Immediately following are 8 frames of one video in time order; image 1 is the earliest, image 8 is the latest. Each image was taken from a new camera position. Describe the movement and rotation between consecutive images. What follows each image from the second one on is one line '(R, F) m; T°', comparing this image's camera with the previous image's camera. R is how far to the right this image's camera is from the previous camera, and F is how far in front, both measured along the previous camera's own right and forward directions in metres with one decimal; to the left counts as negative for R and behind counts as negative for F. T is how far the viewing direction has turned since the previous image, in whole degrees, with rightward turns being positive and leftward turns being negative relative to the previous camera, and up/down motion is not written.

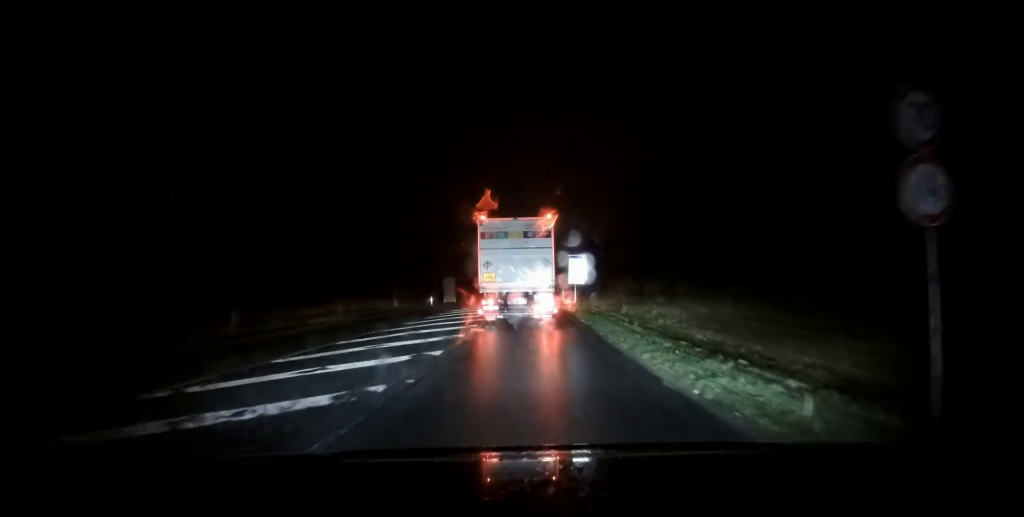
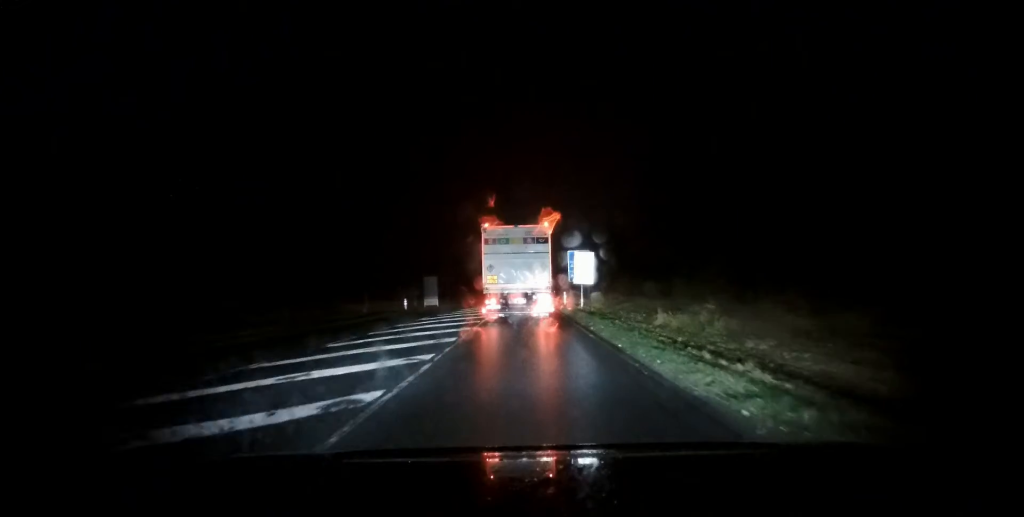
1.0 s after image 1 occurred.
(-0.1, +9.6) m; +1°
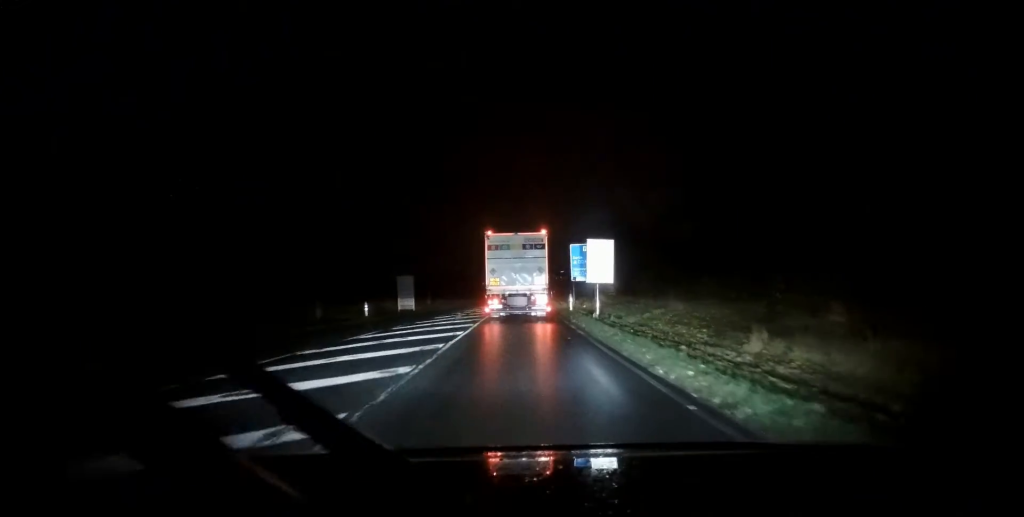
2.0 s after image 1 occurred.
(+0.3, +10.1) m; +1°
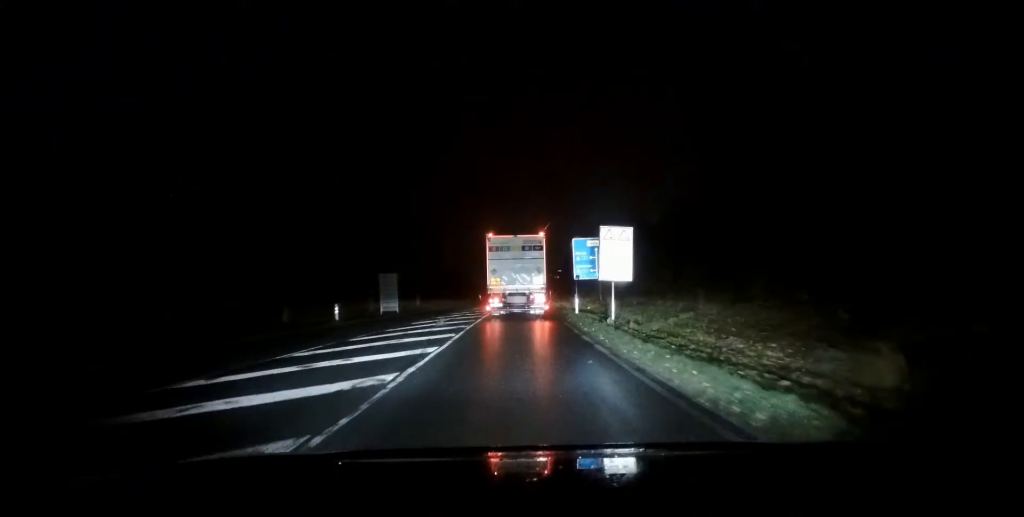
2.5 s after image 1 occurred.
(-0.1, +5.4) m; -1°
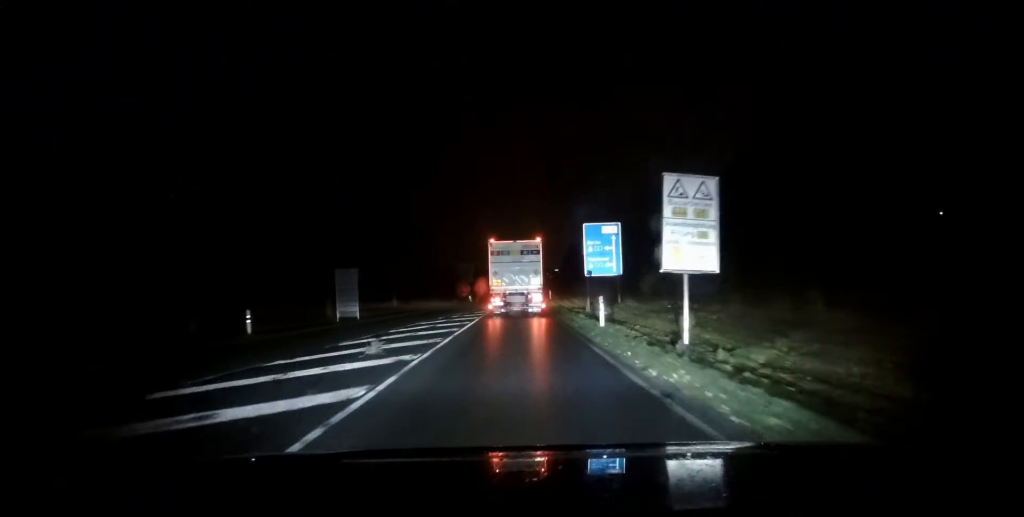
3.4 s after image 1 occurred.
(-0.1, +10.0) m; 0°
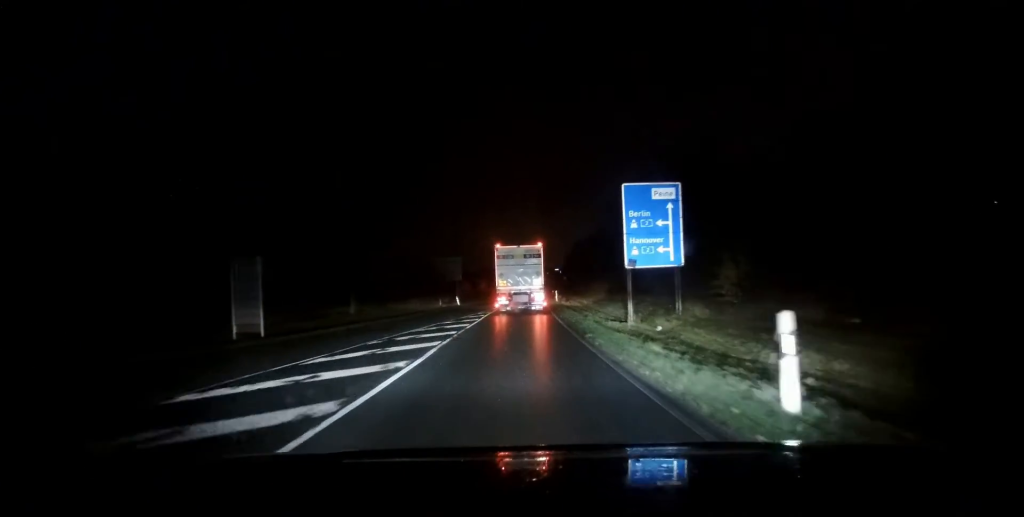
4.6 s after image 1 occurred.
(+0.1, +13.4) m; +2°
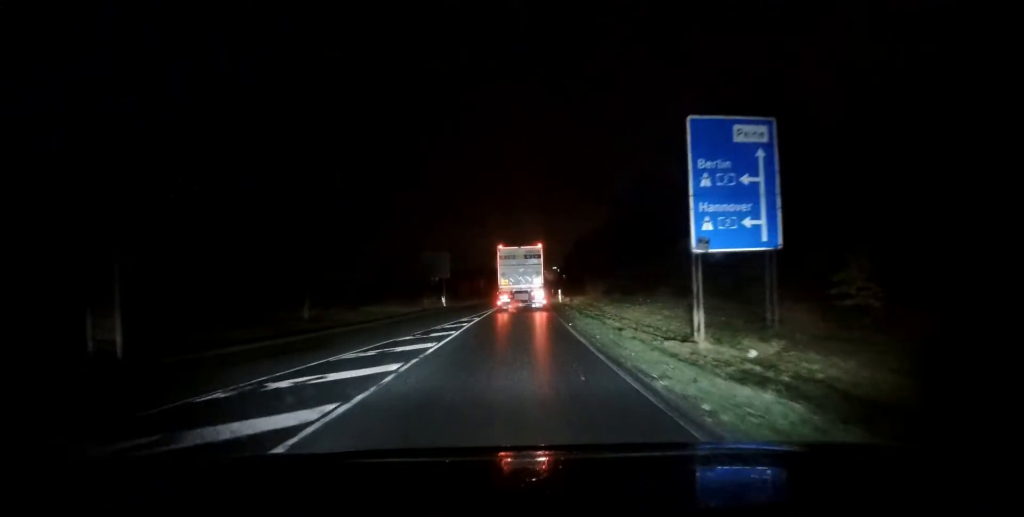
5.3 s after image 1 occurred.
(+0.1, +8.7) m; +1°
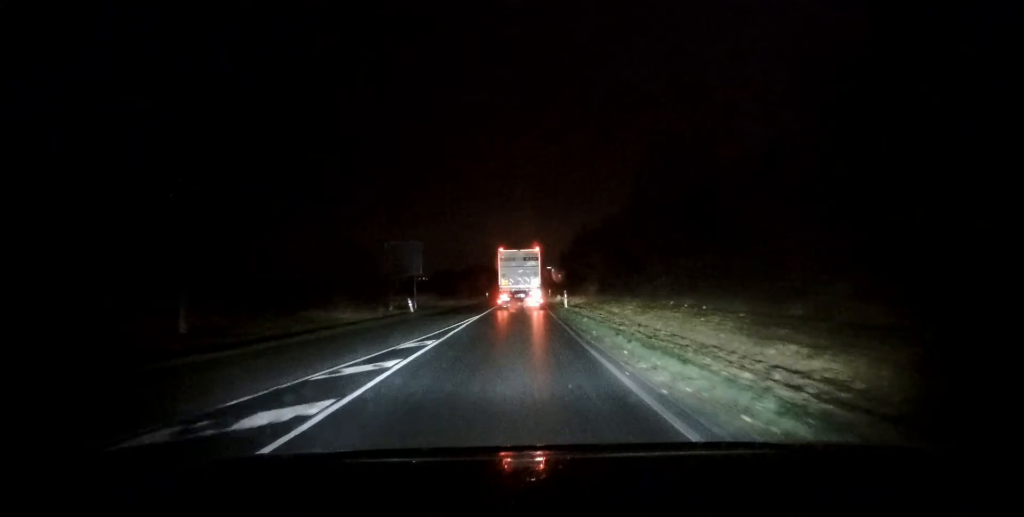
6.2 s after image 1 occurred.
(+0.1, +12.0) m; 0°
